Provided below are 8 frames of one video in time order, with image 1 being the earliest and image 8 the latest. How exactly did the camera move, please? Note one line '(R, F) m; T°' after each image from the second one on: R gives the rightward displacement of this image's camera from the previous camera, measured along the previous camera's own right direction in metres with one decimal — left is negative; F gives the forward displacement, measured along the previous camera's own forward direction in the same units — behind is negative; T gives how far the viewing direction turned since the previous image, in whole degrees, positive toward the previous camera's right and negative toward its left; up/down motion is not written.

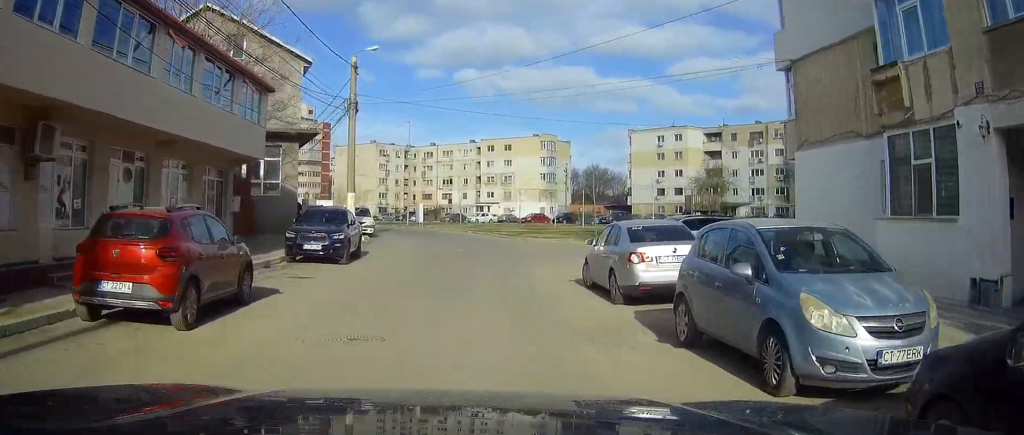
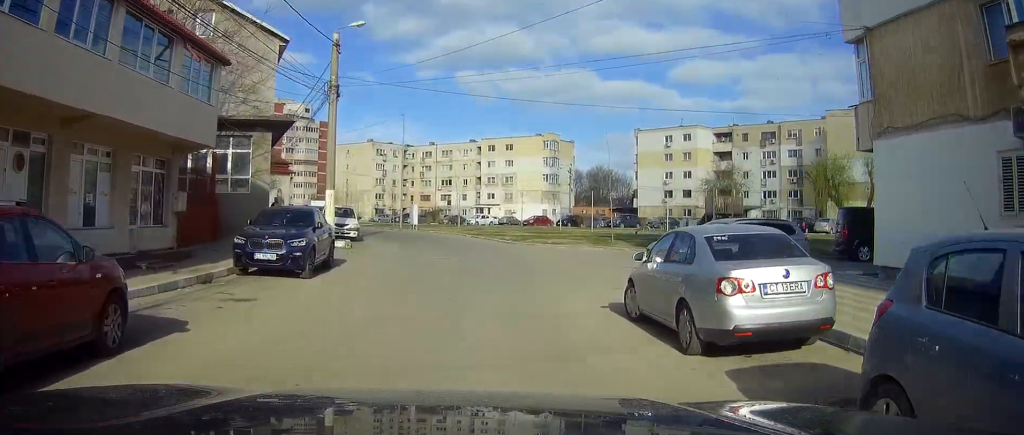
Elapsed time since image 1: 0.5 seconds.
(+0.1, +4.4) m; +1°
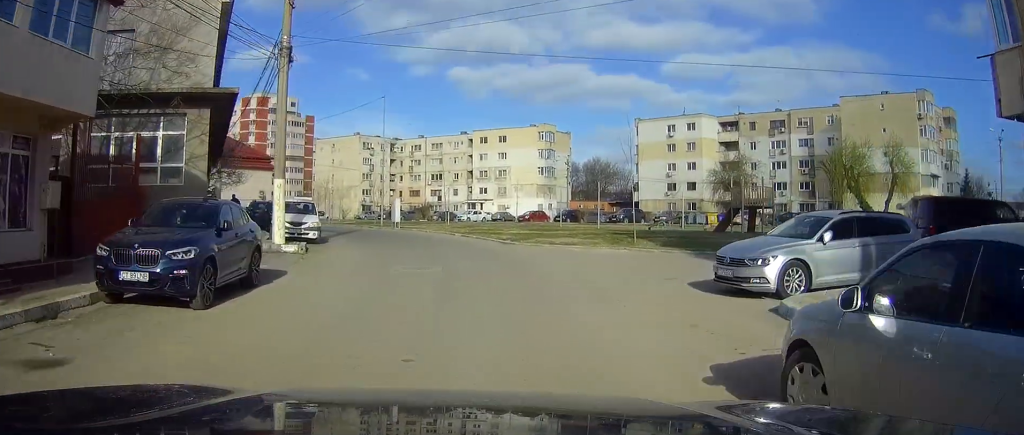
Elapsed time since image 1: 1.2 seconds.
(-0.1, +6.2) m; +1°
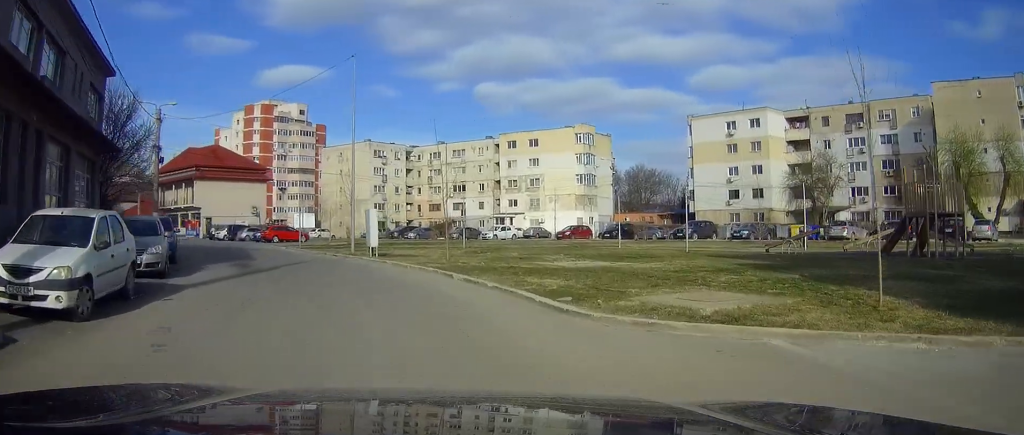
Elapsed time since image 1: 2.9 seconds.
(-1.2, +15.8) m; -12°
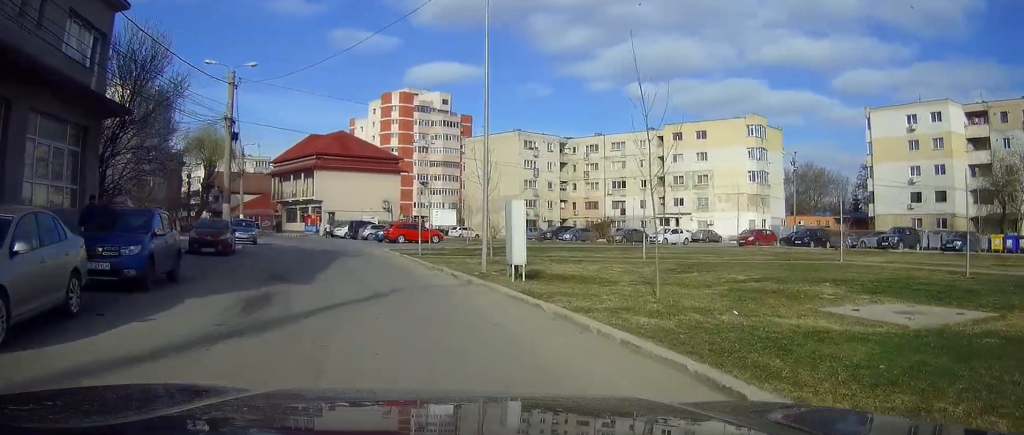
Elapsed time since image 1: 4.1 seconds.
(-0.4, +11.0) m; -2°
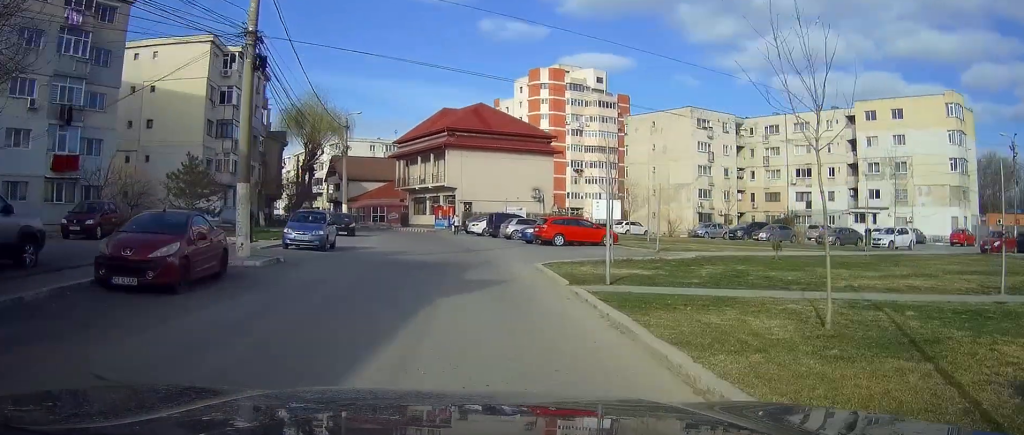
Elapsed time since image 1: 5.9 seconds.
(-0.6, +15.8) m; -5°
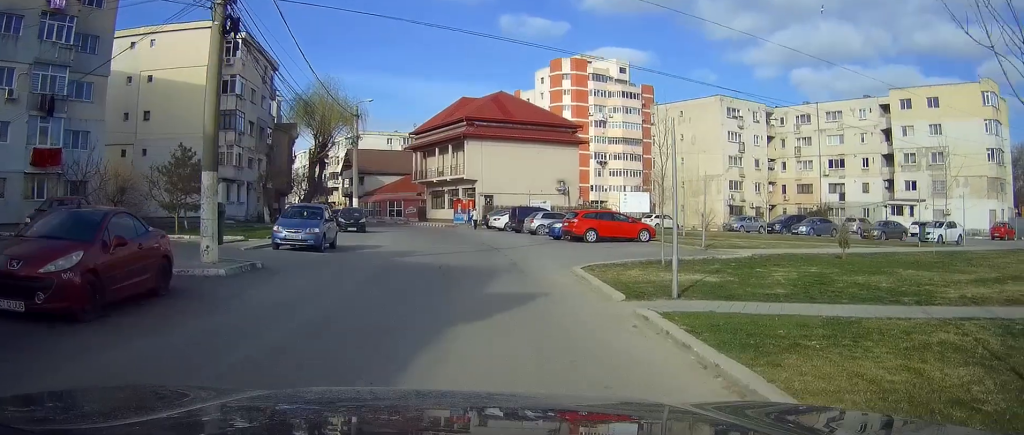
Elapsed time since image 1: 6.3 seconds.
(+0.3, +3.9) m; -2°
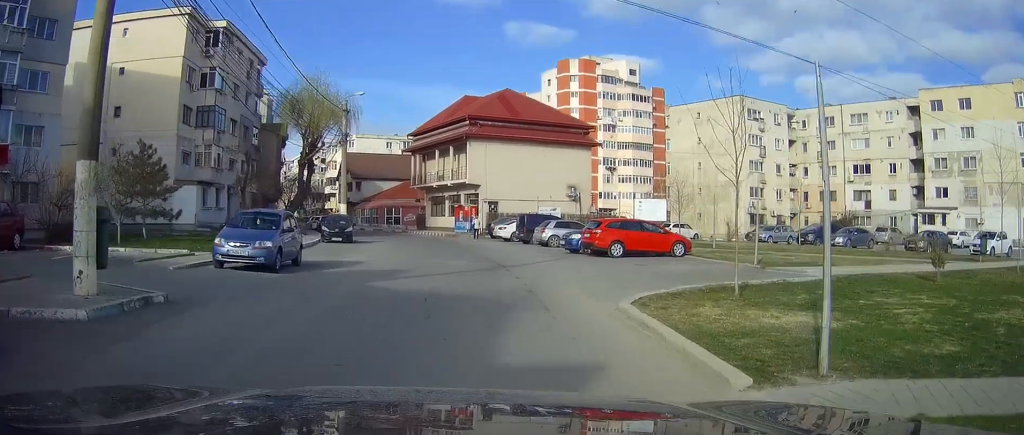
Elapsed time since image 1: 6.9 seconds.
(-0.4, +5.4) m; -5°
